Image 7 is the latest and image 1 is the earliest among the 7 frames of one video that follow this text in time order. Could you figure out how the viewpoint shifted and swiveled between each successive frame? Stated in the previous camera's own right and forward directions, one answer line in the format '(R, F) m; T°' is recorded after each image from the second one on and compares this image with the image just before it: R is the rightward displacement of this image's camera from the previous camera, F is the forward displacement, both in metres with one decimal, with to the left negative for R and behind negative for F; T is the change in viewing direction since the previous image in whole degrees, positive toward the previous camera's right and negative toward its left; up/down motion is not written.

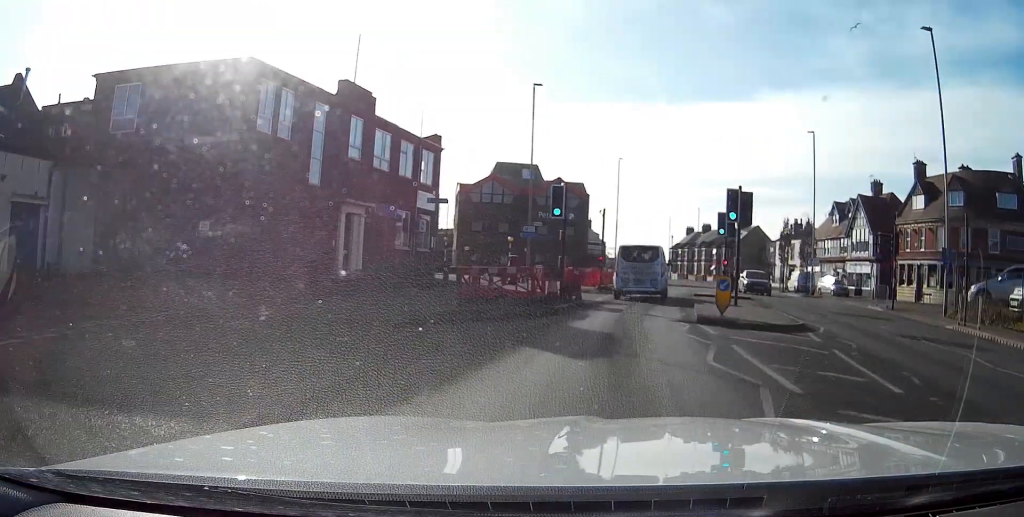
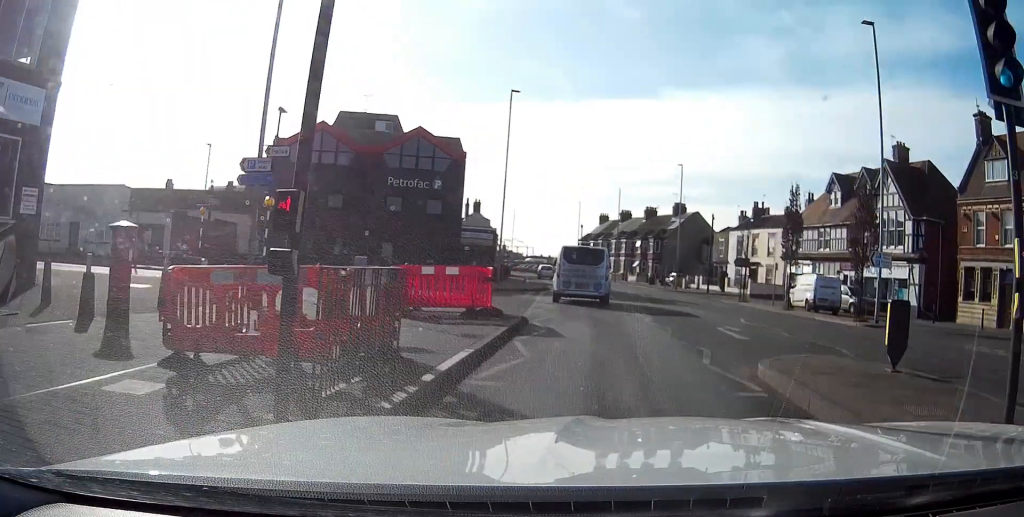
(+2.3, +27.8) m; +7°
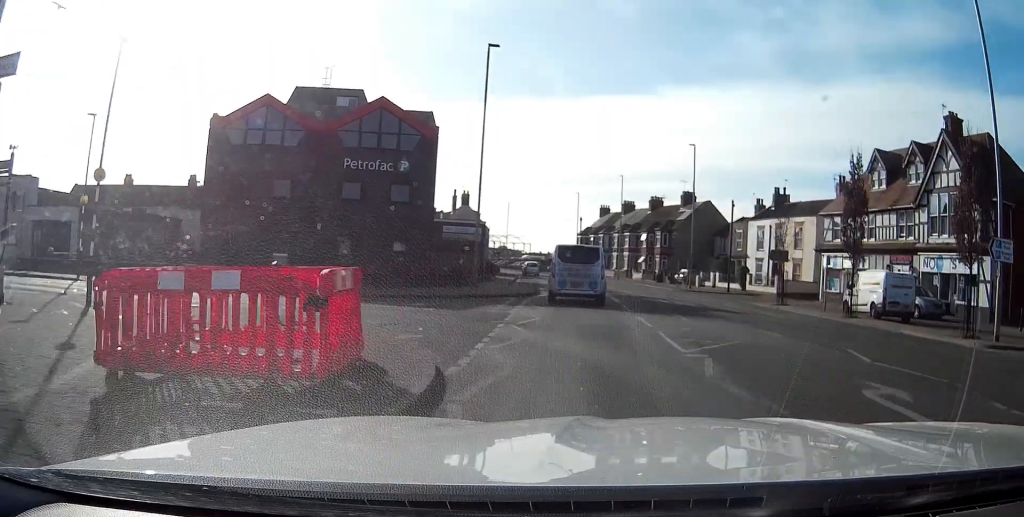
(0.0, +9.5) m; 0°
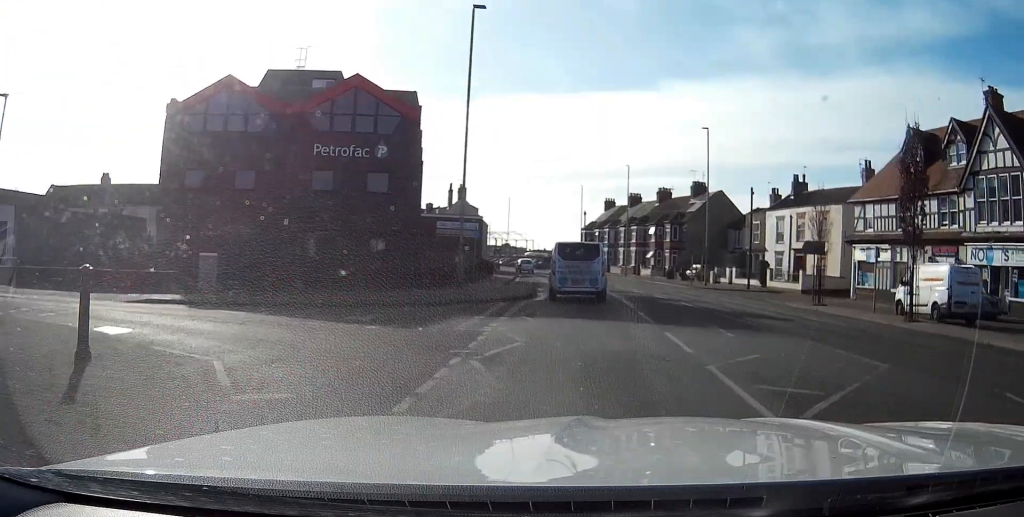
(0.0, +5.5) m; 0°
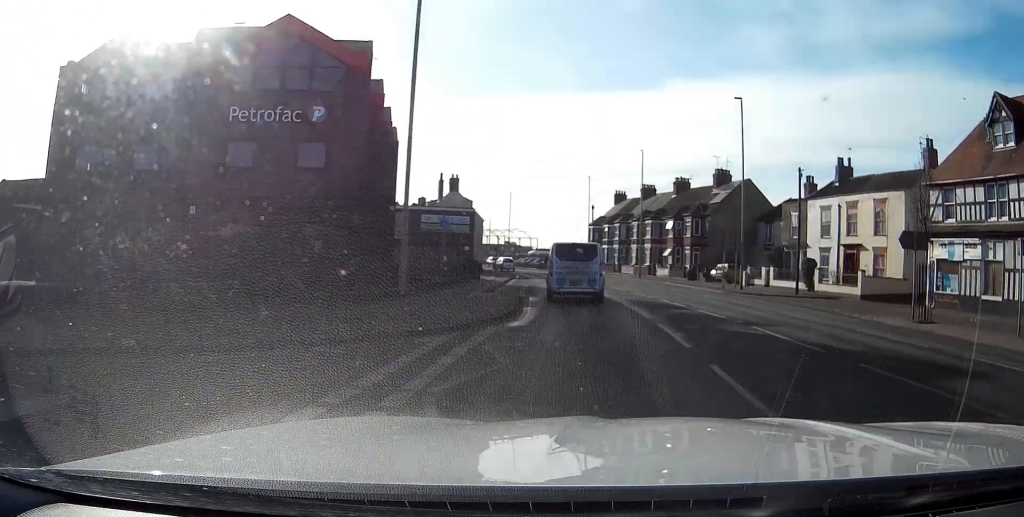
(-0.1, +10.3) m; -1°
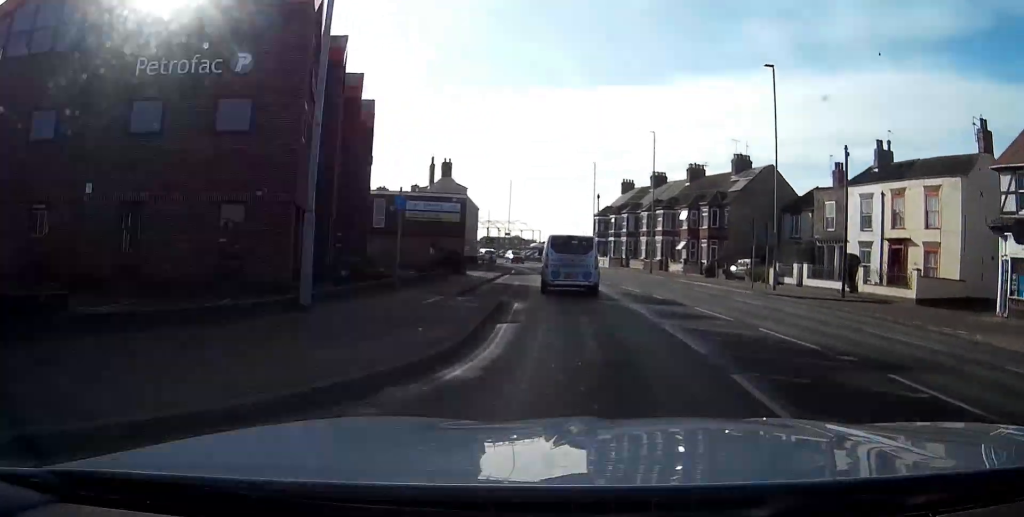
(-0.1, +7.0) m; -1°
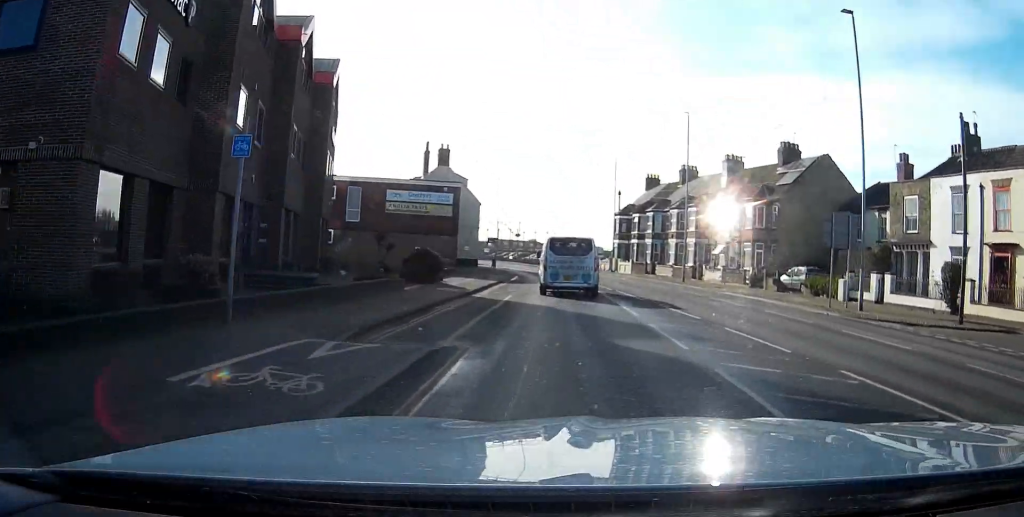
(-0.2, +10.3) m; -2°
